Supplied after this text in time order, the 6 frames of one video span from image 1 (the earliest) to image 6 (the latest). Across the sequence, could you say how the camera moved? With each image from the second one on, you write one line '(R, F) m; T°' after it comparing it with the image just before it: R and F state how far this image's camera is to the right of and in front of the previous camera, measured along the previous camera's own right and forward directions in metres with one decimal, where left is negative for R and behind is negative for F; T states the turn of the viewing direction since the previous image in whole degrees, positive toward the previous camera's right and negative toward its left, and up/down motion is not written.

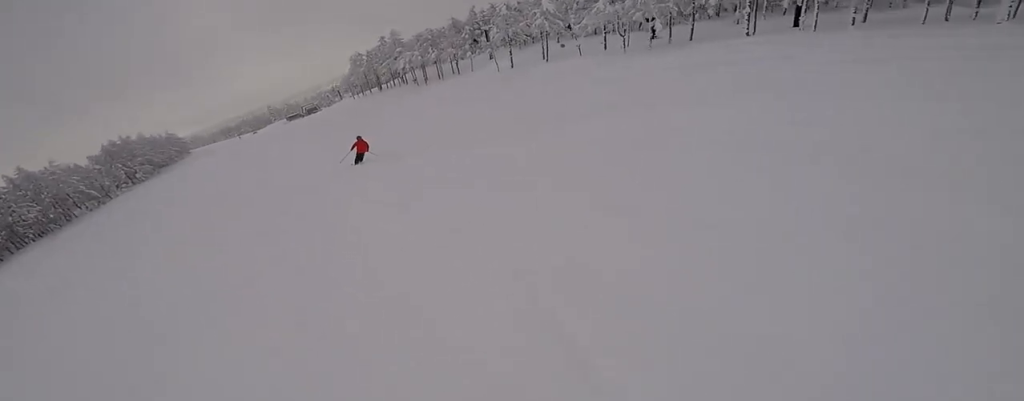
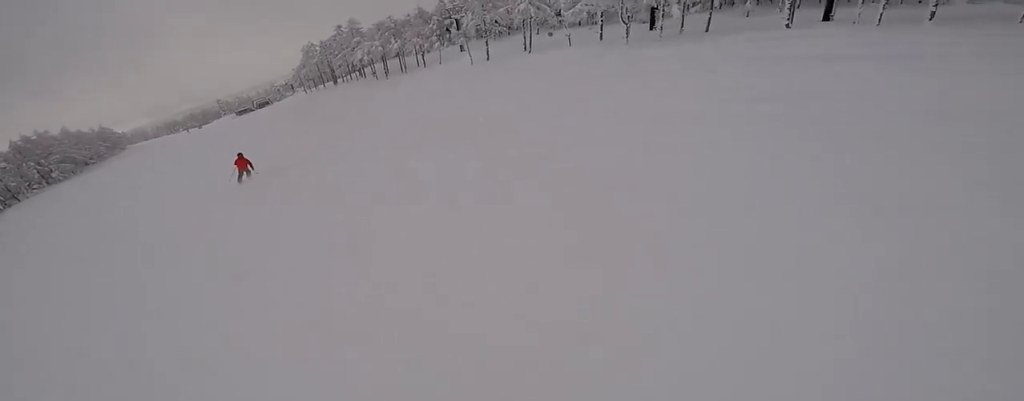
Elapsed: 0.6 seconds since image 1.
(+0.2, +8.1) m; +7°
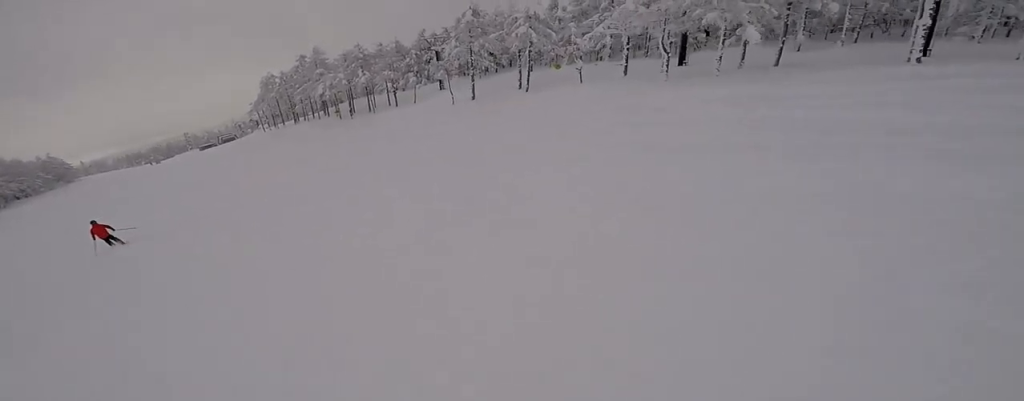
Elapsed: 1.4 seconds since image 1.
(+0.9, +10.7) m; +6°
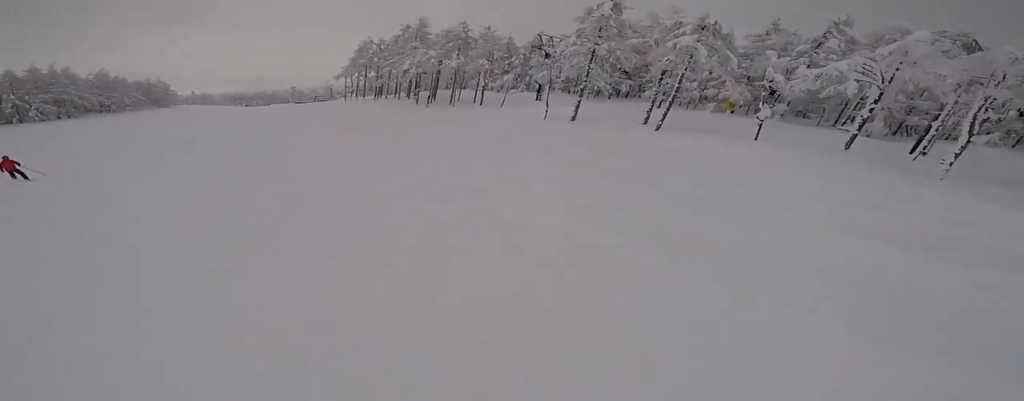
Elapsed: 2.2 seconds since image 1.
(+1.0, +11.1) m; 0°
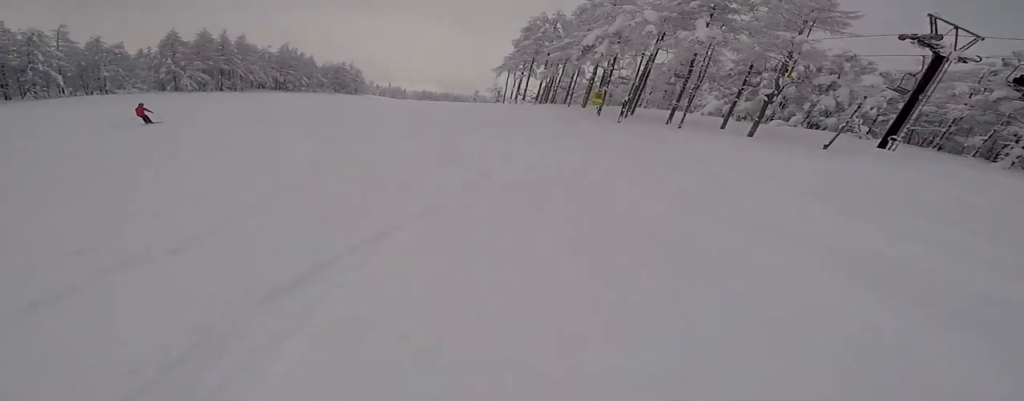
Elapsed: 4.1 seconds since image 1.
(-5.0, +23.9) m; -30°
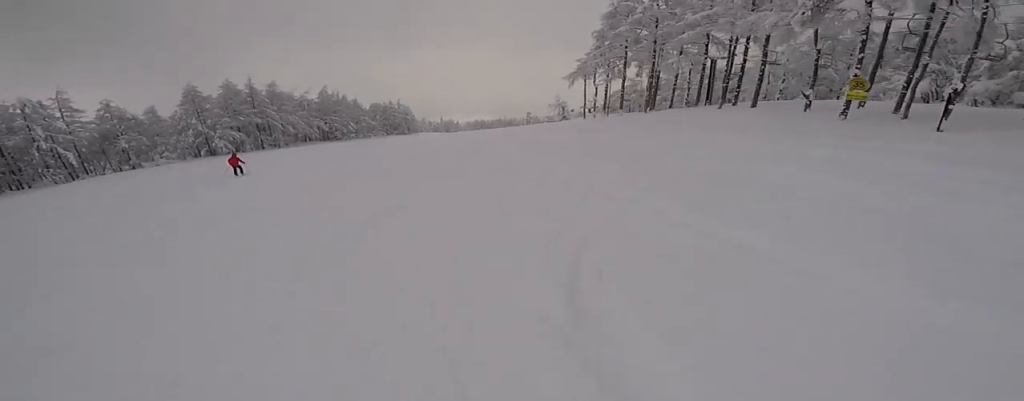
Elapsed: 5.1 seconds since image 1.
(-2.7, +13.3) m; -12°
